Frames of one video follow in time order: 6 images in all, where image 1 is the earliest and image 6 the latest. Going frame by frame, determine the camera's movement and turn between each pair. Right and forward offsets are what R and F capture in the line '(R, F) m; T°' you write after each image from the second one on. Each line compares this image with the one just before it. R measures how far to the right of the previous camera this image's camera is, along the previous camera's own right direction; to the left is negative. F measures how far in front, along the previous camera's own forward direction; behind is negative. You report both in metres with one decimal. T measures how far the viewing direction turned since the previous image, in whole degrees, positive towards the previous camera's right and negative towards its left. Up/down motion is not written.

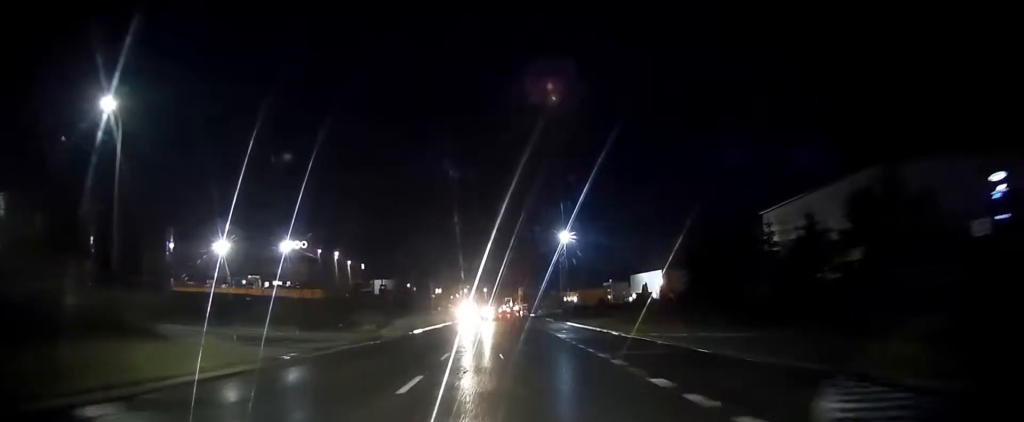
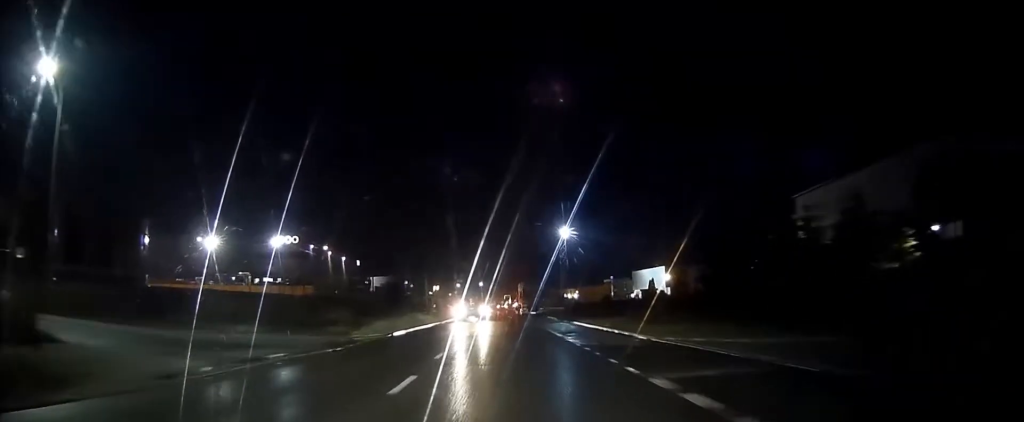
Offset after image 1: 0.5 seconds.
(0.0, +6.3) m; 0°
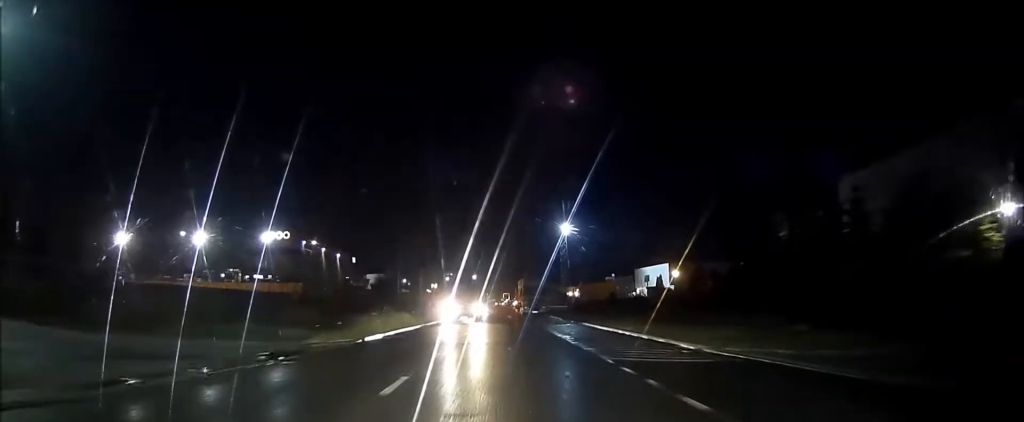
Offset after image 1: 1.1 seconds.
(0.0, +6.3) m; 0°
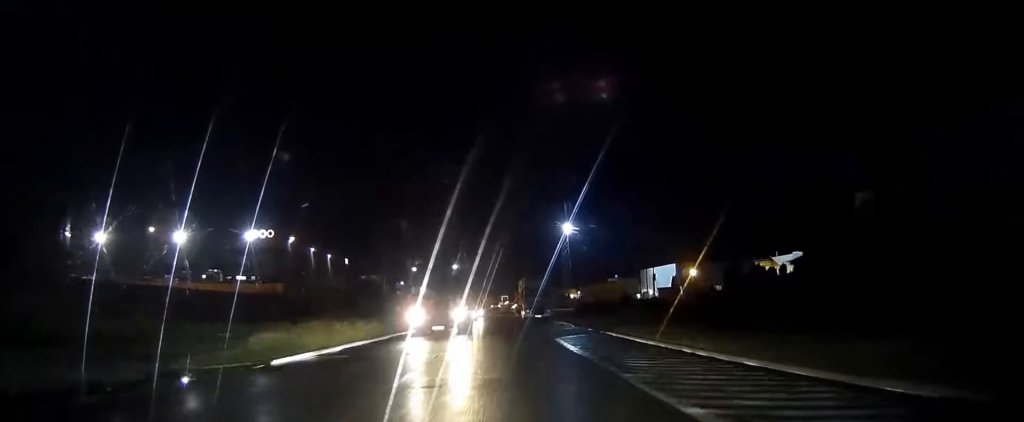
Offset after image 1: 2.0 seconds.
(0.0, +10.6) m; 0°
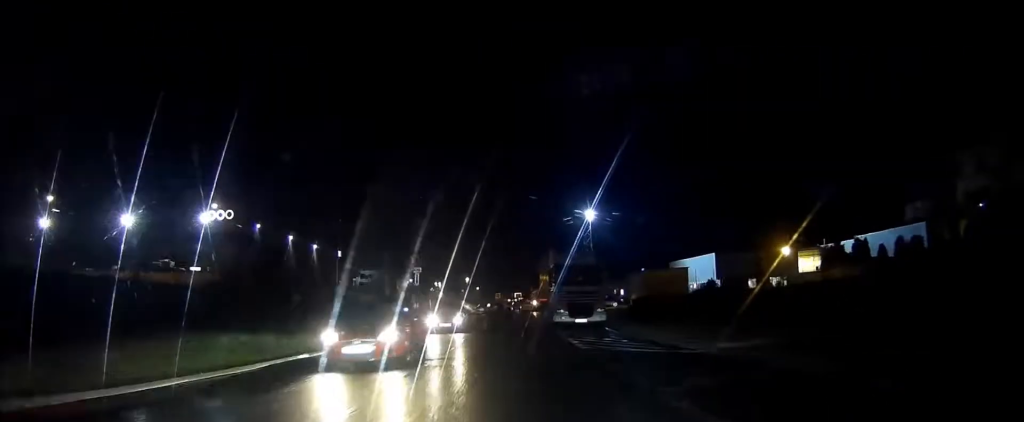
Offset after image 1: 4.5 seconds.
(0.0, +29.4) m; -1°
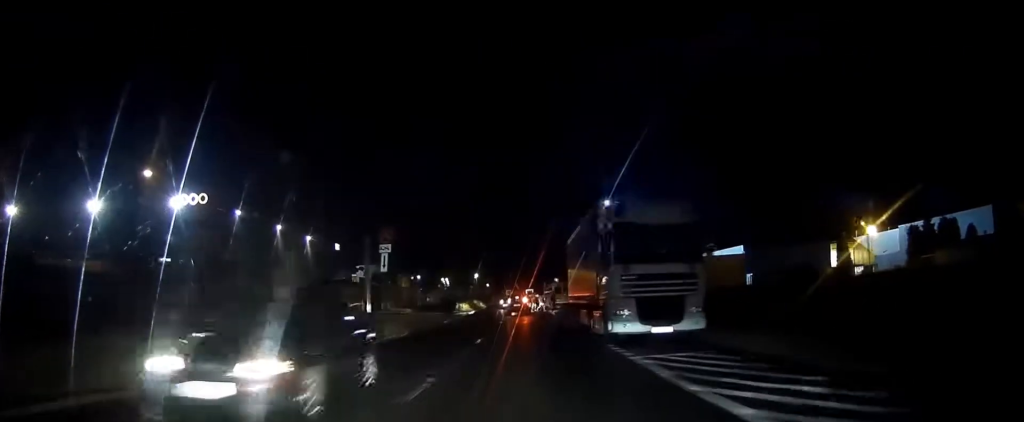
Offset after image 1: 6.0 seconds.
(-0.2, +14.6) m; -1°
